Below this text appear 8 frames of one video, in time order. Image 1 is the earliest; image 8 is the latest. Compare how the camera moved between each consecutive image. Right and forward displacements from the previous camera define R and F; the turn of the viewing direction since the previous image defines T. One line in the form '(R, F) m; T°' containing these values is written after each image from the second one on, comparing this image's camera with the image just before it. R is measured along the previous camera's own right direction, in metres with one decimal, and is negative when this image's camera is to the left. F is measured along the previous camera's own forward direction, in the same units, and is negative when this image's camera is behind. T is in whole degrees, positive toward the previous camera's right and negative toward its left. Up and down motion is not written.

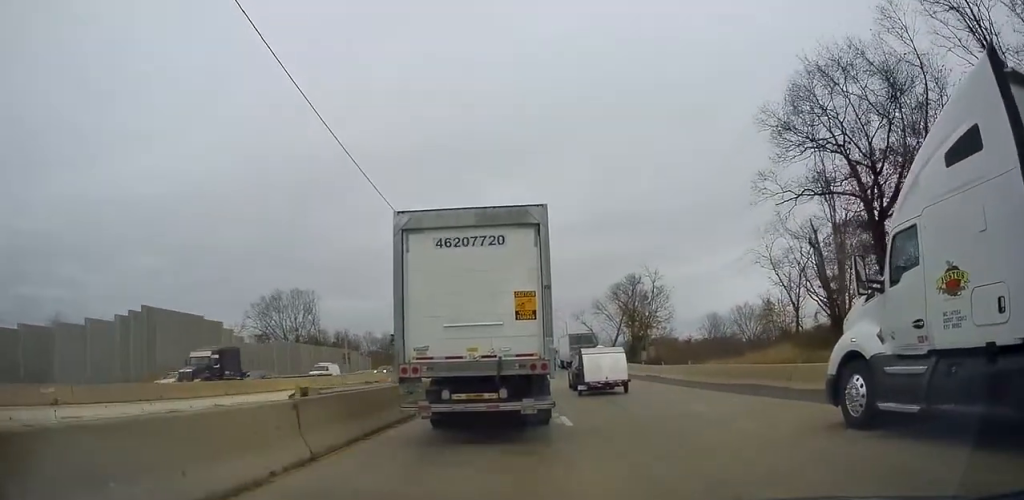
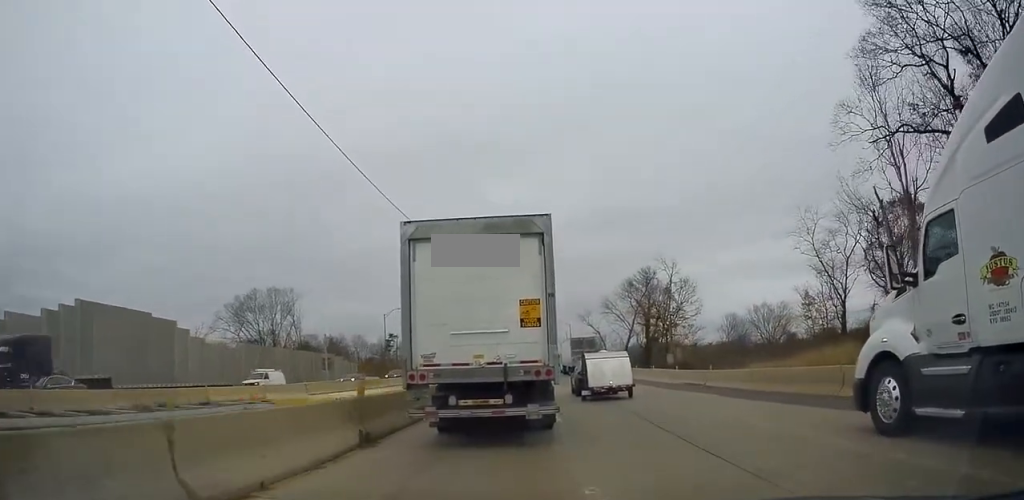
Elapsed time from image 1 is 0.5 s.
(0.0, +9.5) m; 0°
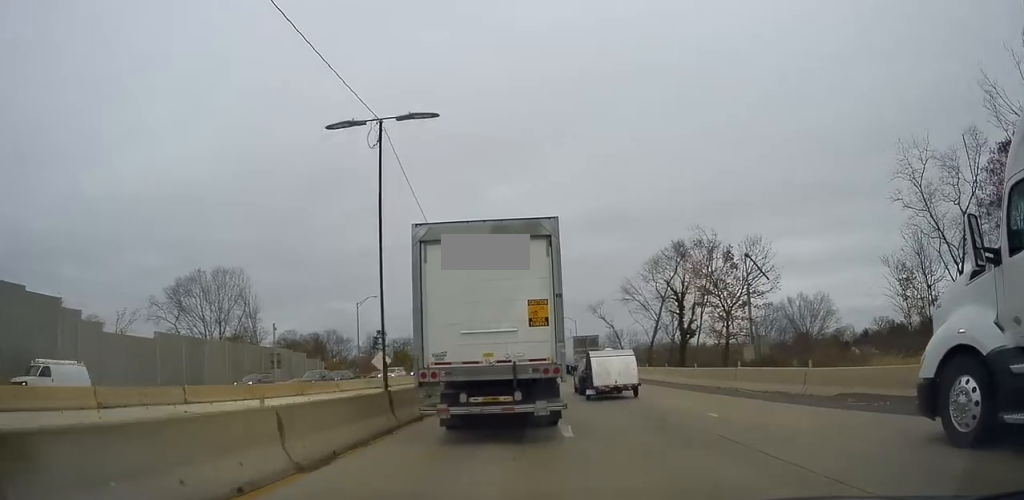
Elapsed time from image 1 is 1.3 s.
(0.0, +15.9) m; -1°
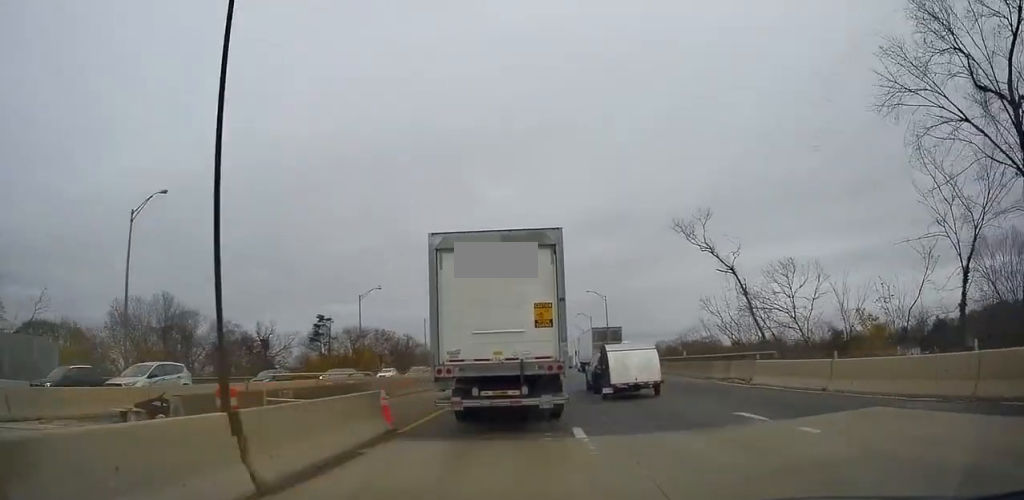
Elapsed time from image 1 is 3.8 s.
(+0.4, +49.8) m; 0°
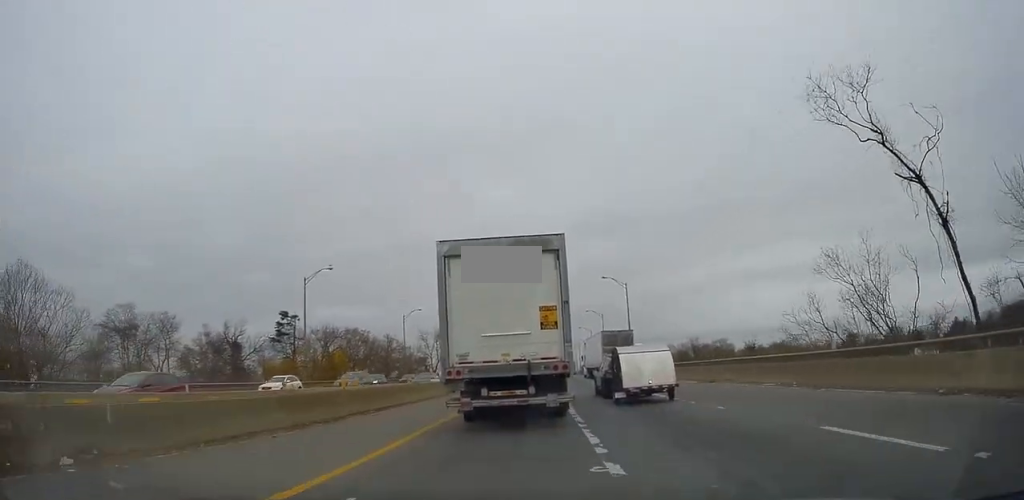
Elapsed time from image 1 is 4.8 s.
(-0.2, +18.9) m; -1°
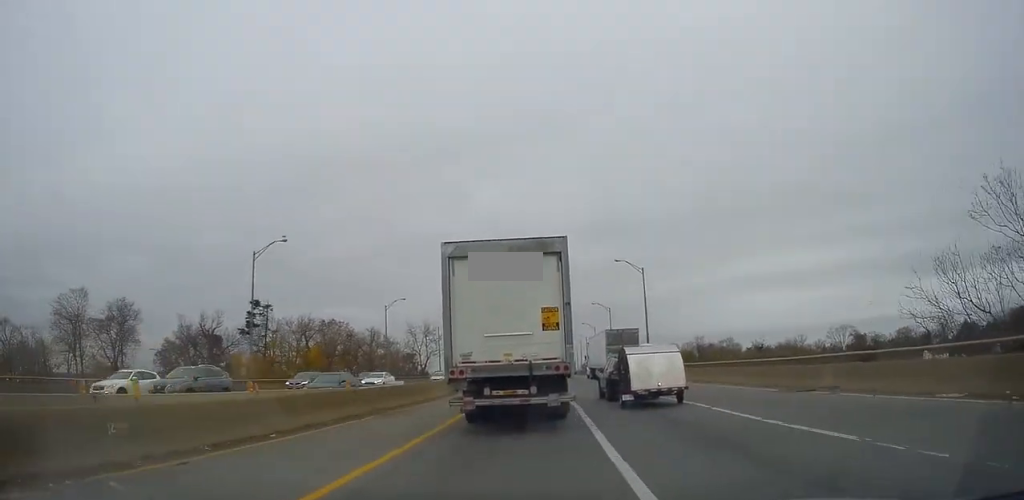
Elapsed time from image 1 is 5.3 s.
(0.0, +10.9) m; 0°
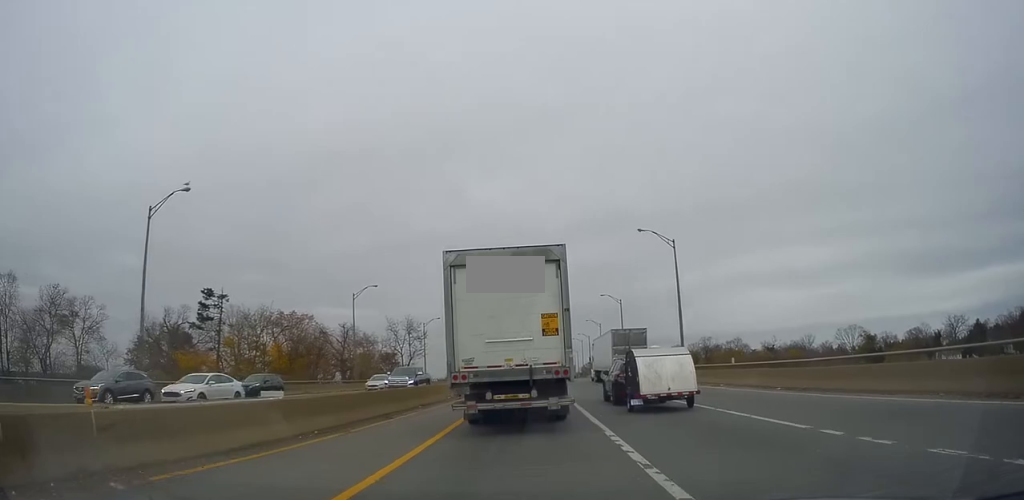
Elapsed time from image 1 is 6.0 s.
(0.0, +14.0) m; 0°
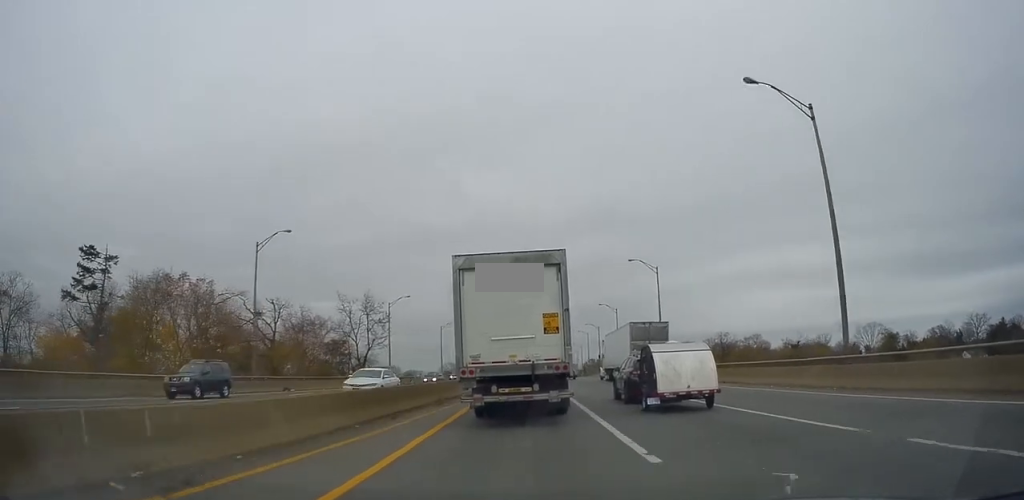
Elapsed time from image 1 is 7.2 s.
(0.0, +24.8) m; +2°
